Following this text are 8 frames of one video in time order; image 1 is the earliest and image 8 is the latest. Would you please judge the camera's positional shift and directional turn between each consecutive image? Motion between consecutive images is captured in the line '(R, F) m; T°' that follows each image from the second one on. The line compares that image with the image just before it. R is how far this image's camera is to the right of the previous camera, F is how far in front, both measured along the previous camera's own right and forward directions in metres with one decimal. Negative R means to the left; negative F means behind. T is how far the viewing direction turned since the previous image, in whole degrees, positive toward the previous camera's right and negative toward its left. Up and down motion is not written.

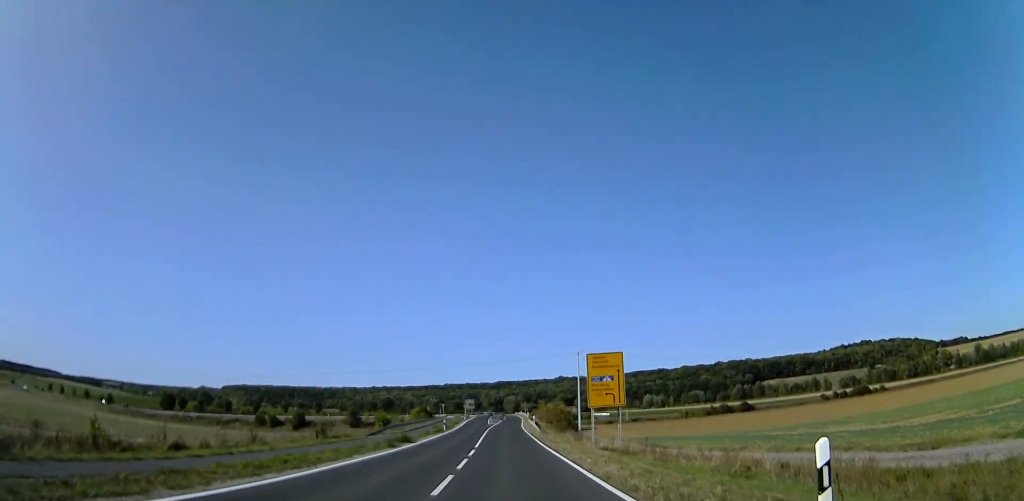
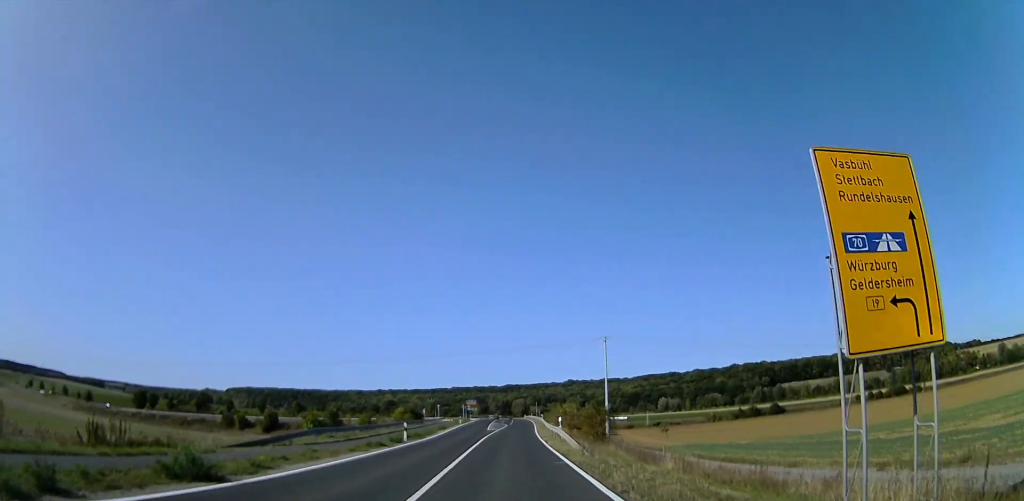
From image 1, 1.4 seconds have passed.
(-0.6, +22.9) m; 0°
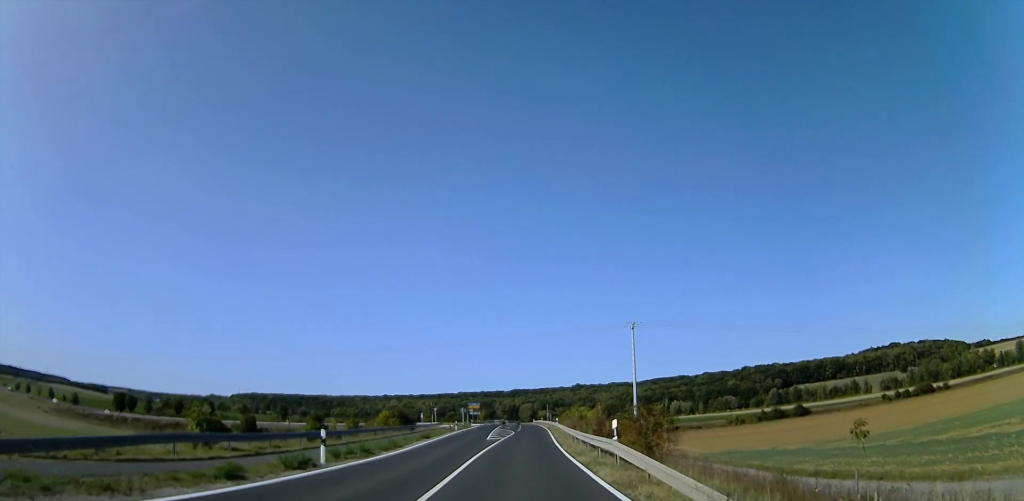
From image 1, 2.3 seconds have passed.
(+0.7, +15.0) m; +3°
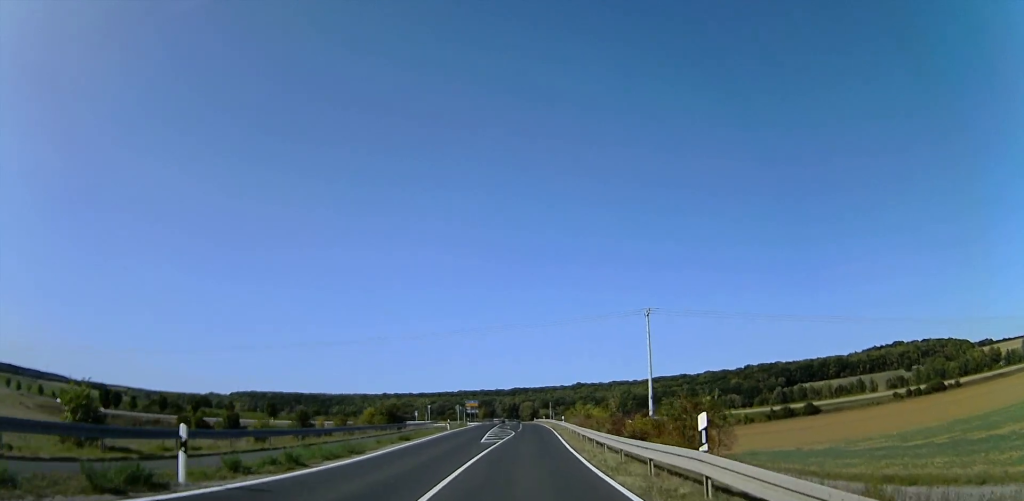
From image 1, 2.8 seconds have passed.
(+0.1, +7.8) m; 0°
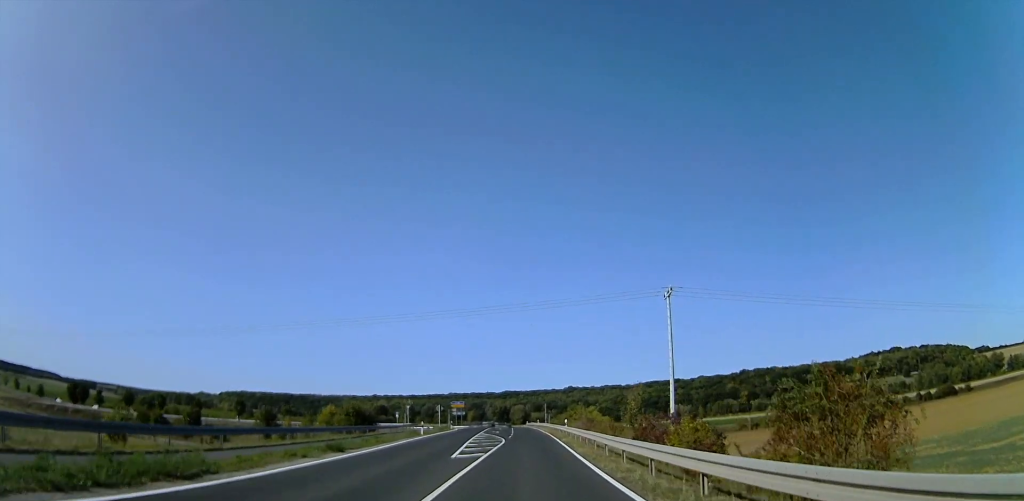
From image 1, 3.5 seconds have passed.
(+0.1, +11.6) m; -2°
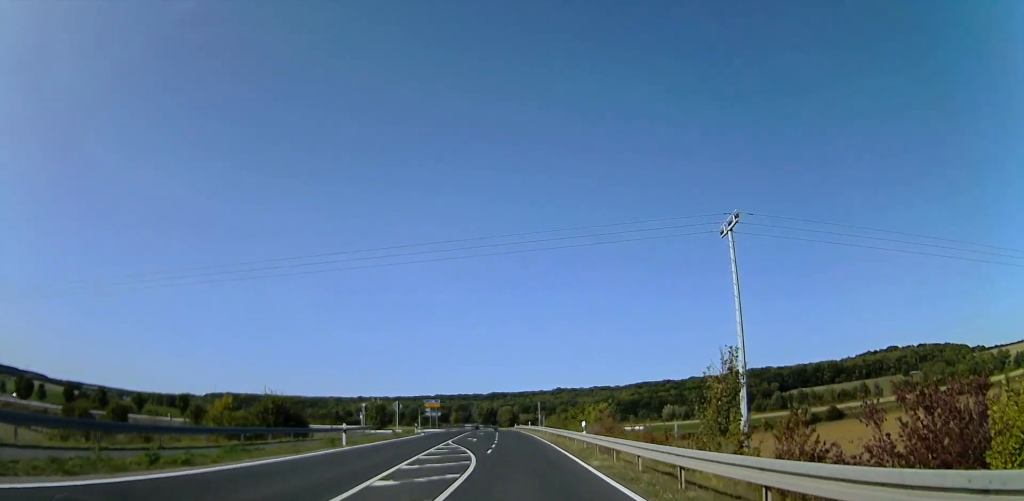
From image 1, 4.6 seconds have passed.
(-0.8, +18.4) m; -2°
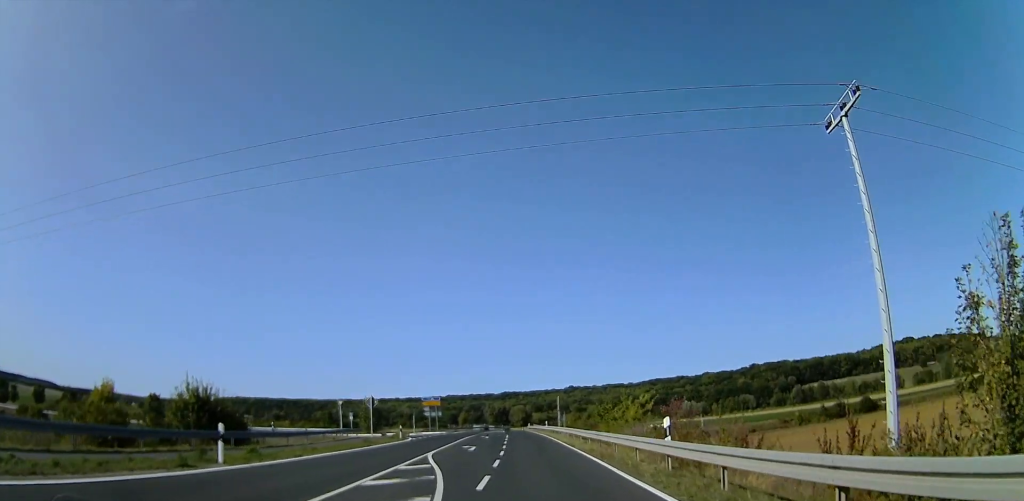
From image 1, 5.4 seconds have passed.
(-0.1, +13.2) m; +2°
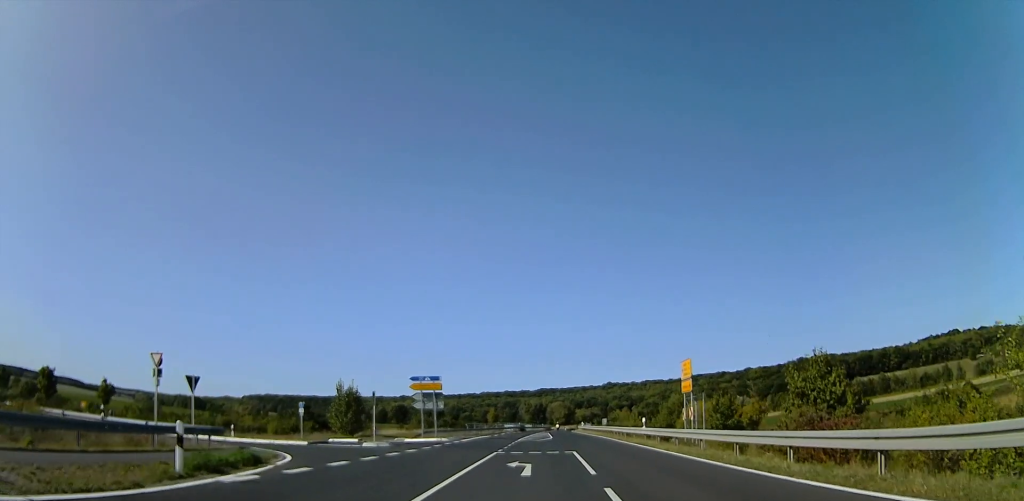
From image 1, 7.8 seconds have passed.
(+0.3, +33.8) m; -1°
